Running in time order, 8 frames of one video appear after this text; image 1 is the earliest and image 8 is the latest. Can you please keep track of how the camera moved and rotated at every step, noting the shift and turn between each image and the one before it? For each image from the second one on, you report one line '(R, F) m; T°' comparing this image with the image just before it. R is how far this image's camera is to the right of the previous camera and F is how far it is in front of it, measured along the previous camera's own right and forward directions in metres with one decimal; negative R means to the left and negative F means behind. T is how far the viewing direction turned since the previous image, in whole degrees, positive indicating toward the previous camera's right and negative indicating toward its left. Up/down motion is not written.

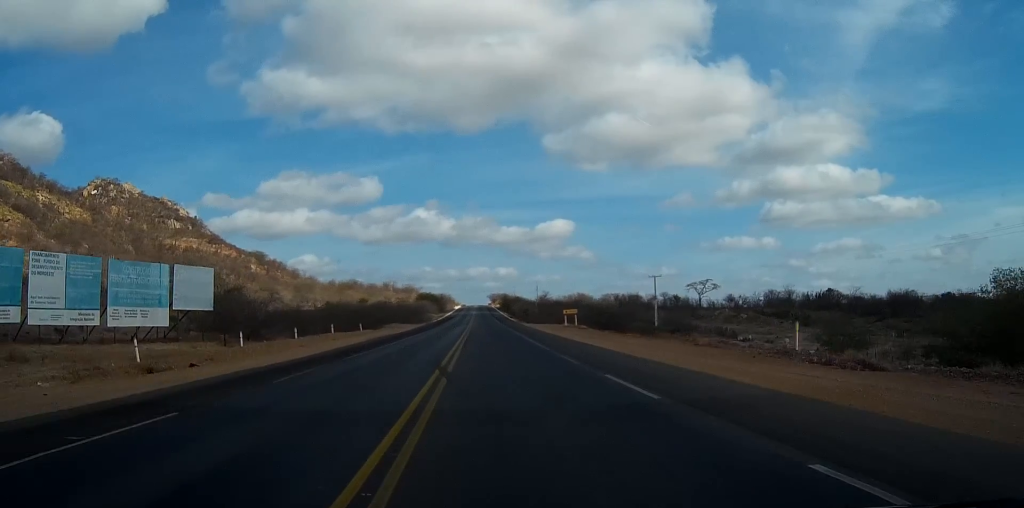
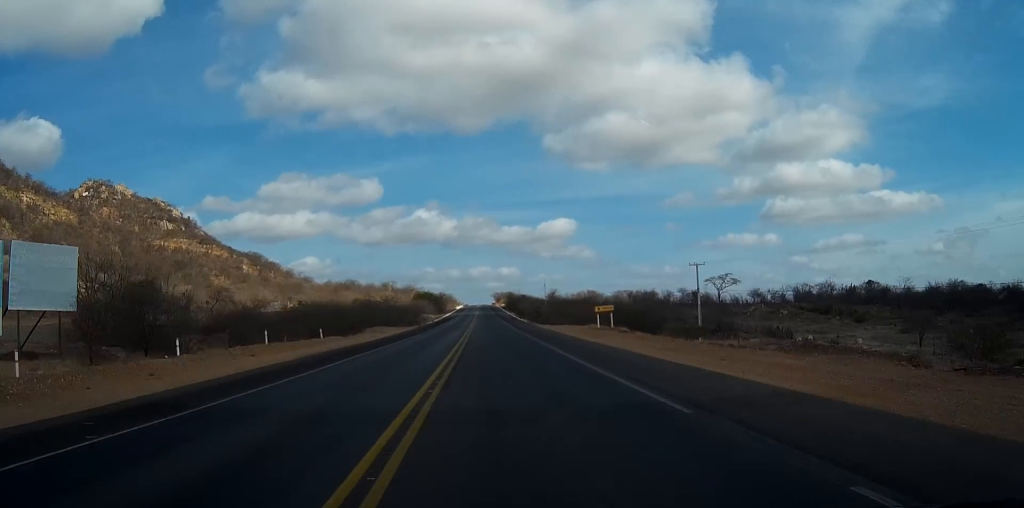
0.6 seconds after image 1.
(0.0, +19.6) m; 0°
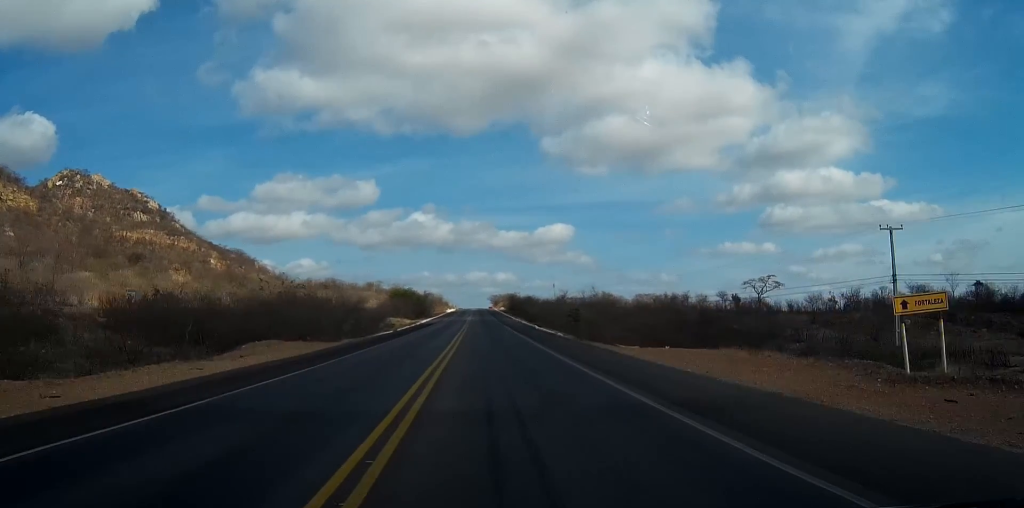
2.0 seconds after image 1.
(0.0, +43.7) m; 0°
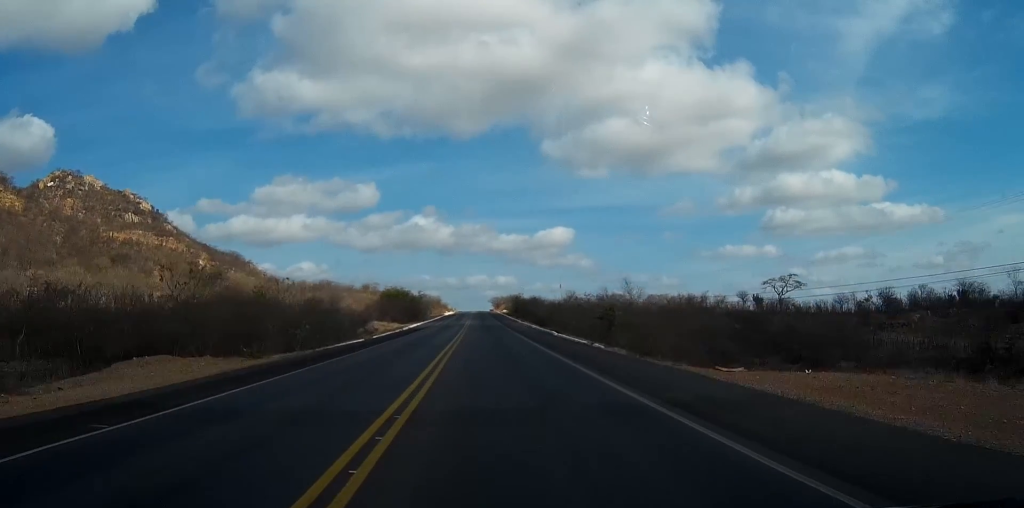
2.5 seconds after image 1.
(0.0, +15.8) m; 0°
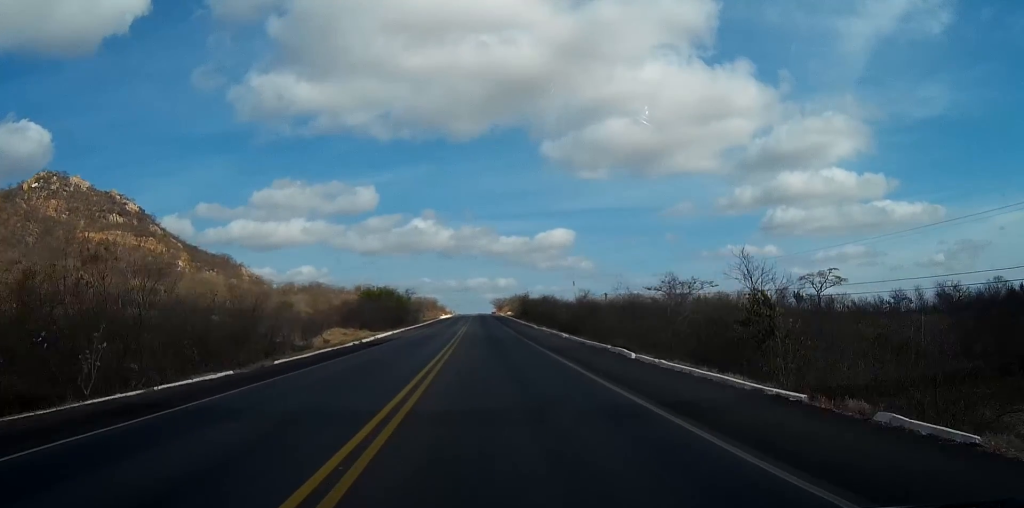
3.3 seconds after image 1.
(0.0, +25.3) m; 0°
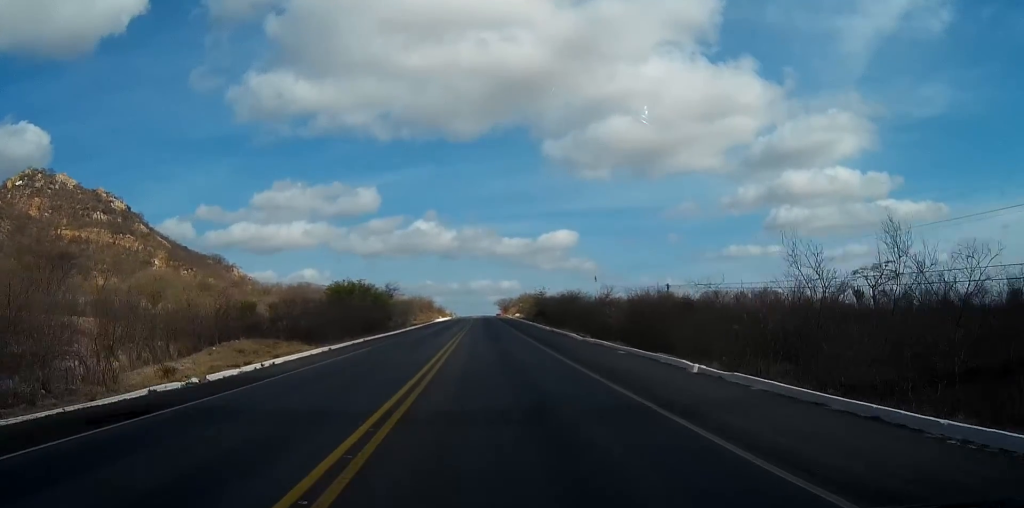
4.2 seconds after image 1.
(0.0, +27.5) m; 0°
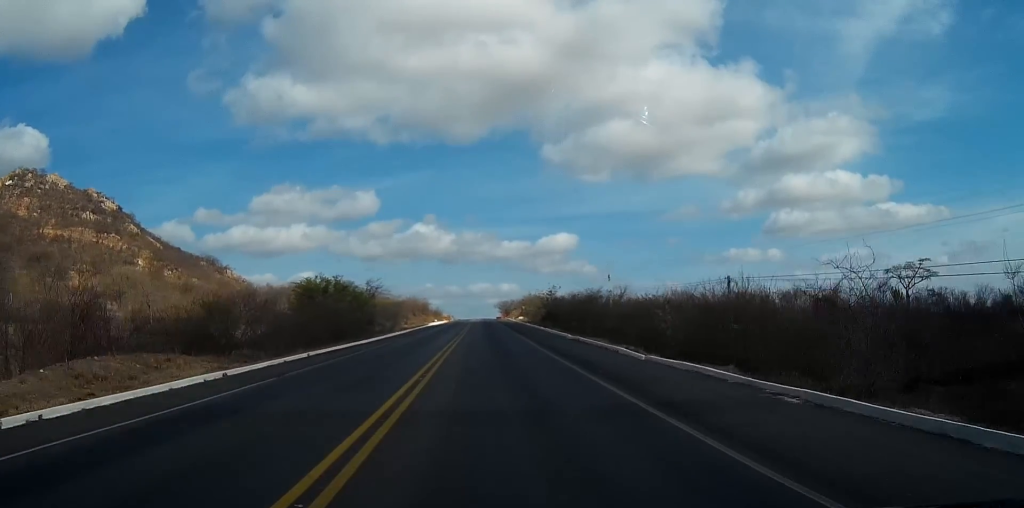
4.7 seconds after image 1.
(0.0, +14.8) m; 0°
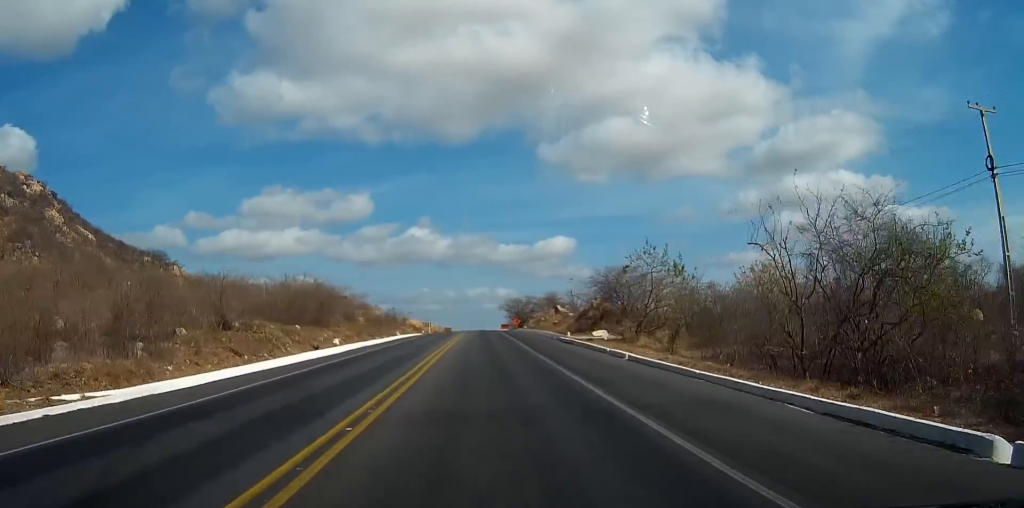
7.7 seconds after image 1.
(-0.2, +98.1) m; 0°
